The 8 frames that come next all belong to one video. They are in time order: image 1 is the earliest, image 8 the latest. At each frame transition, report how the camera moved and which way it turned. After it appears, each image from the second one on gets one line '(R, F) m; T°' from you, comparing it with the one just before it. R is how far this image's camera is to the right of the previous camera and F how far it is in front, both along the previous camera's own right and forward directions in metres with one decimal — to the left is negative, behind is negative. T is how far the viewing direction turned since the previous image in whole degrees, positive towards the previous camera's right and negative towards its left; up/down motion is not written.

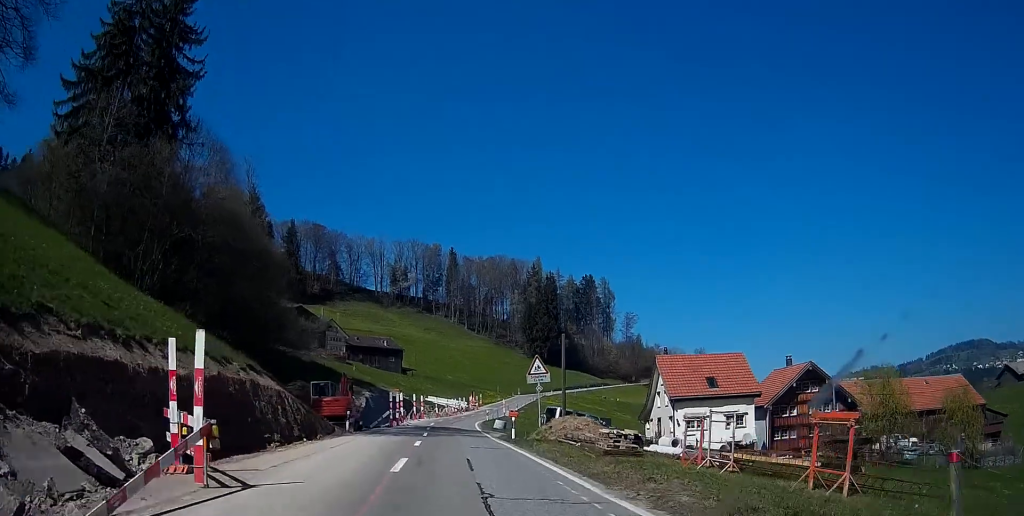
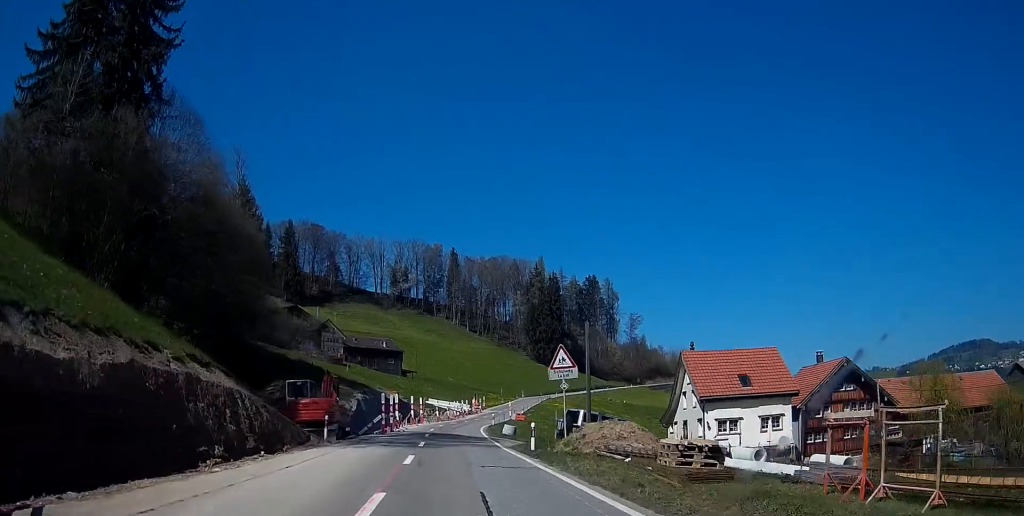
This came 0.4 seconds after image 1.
(0.0, +6.2) m; 0°
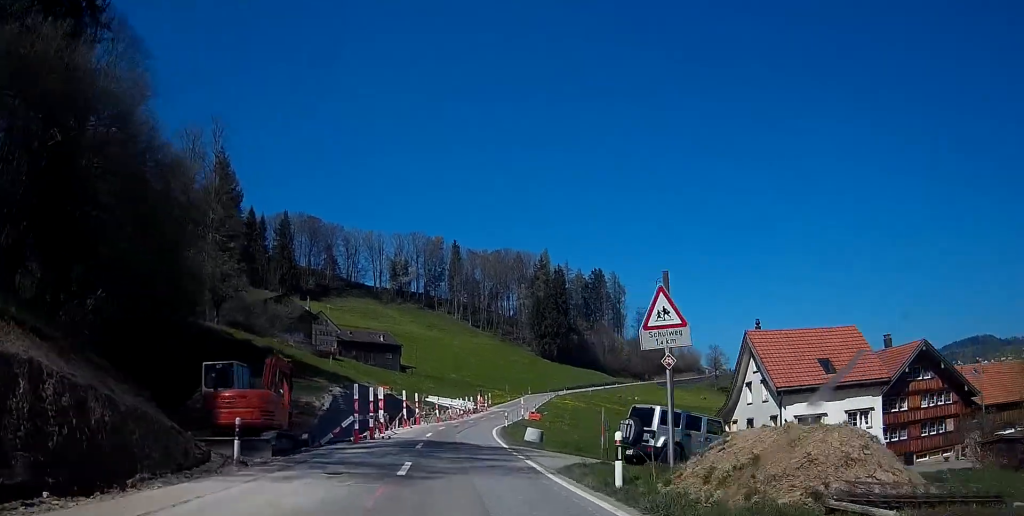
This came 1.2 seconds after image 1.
(0.0, +11.4) m; +1°
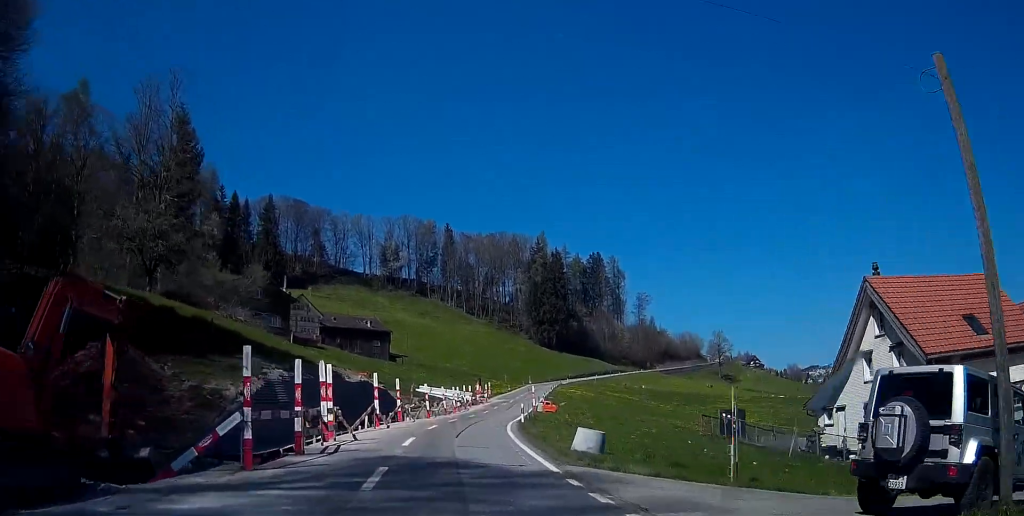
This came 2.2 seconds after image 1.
(+0.1, +13.3) m; +3°
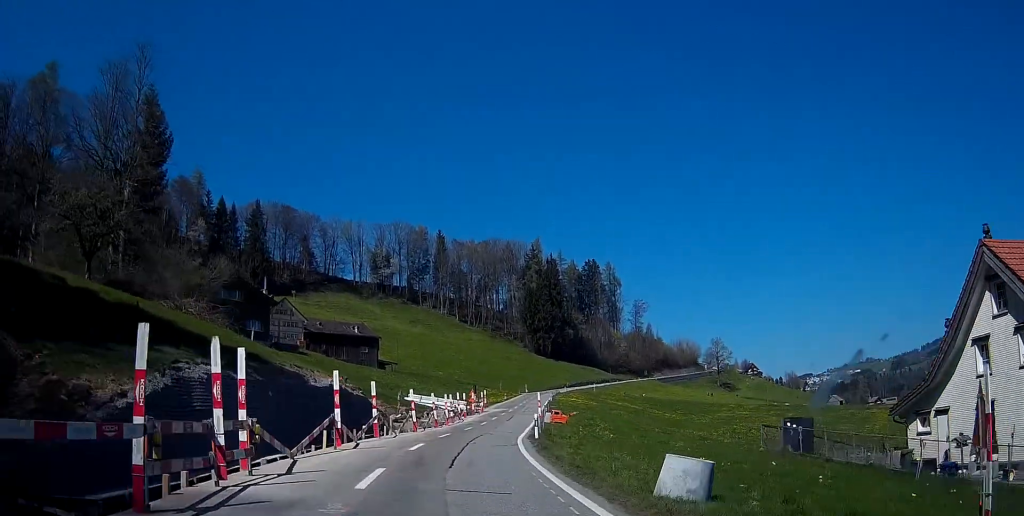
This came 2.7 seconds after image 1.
(+0.3, +8.1) m; +2°
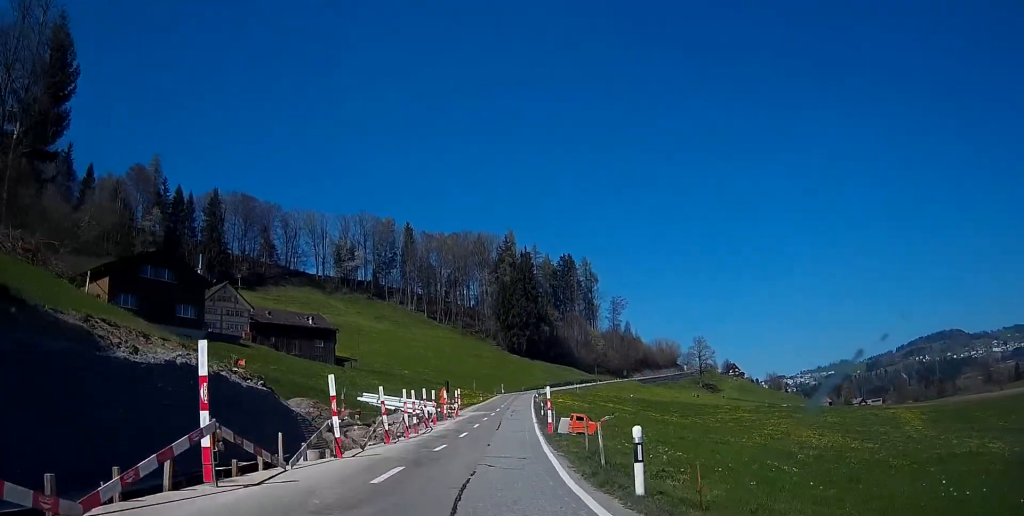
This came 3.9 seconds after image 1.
(+0.2, +17.2) m; +1°
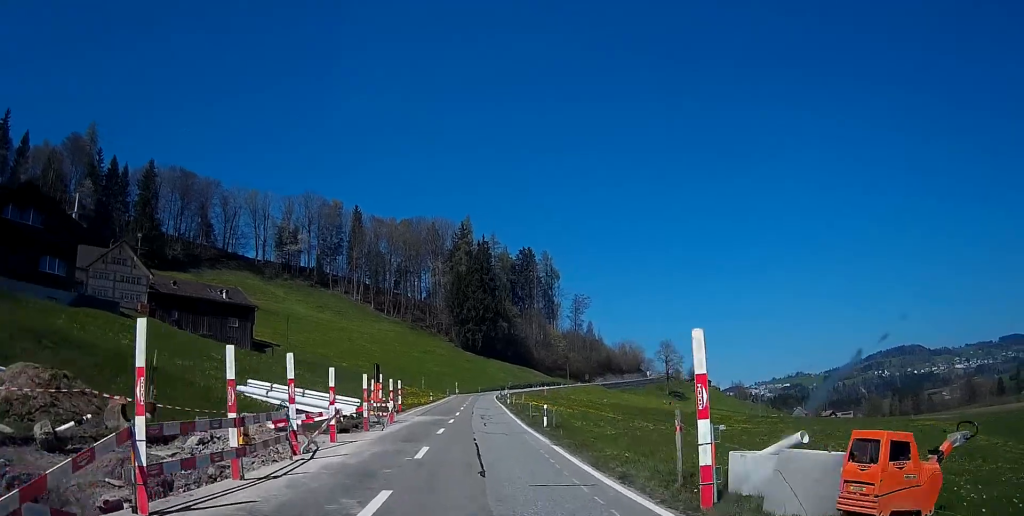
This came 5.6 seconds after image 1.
(0.0, +23.8) m; 0°
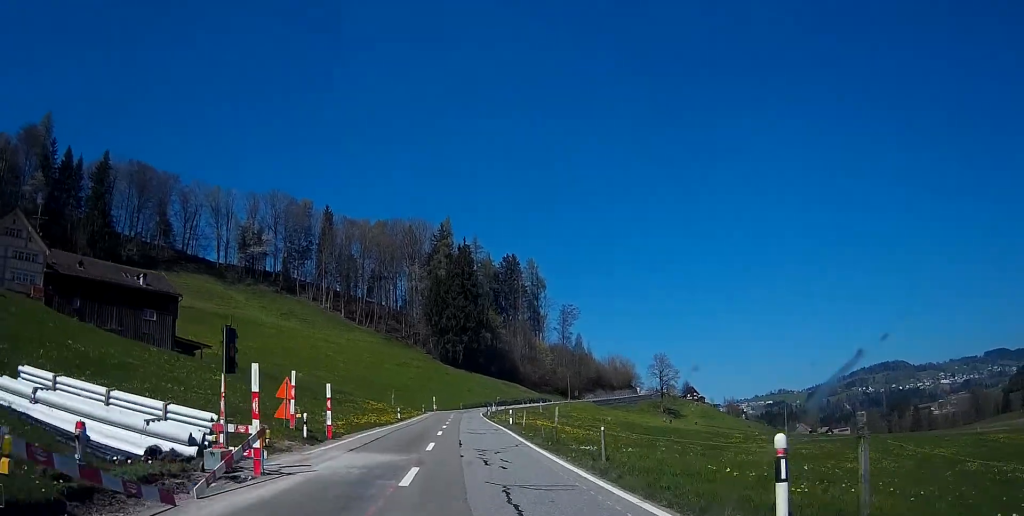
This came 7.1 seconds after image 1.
(+0.1, +21.7) m; +2°
